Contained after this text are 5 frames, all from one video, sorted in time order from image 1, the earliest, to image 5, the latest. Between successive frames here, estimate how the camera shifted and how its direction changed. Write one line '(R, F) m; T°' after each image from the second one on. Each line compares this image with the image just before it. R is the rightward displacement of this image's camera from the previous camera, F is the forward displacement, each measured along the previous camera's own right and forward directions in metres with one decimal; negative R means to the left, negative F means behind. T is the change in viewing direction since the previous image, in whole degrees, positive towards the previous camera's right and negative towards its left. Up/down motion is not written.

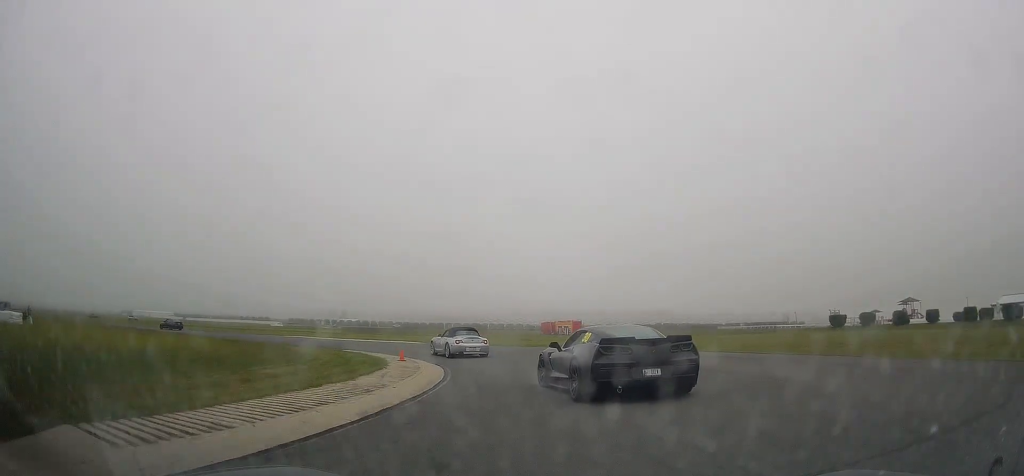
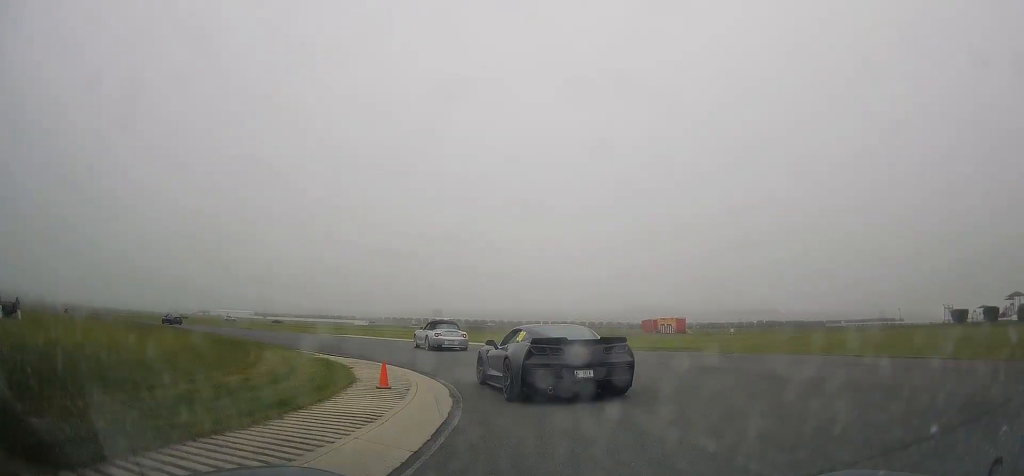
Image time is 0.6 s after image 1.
(-1.4, +10.6) m; -12°
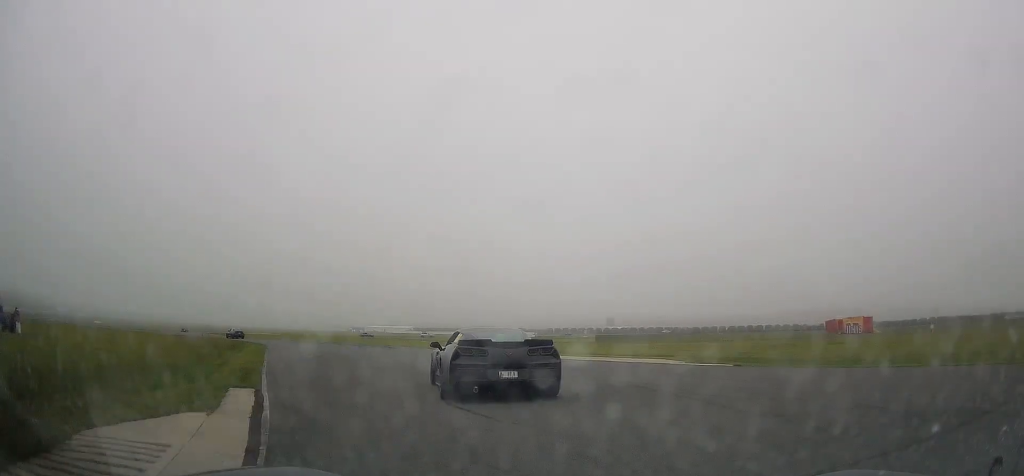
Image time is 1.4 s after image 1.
(-1.7, +13.6) m; -15°
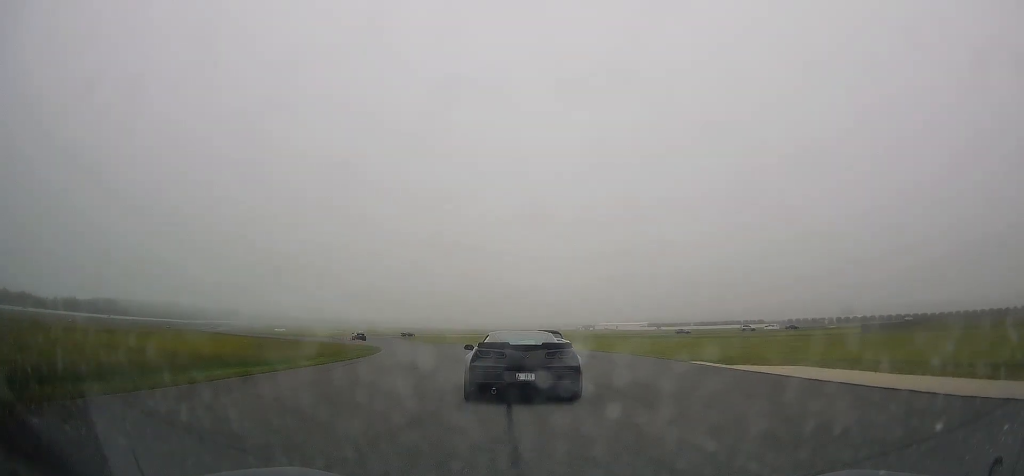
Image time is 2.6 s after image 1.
(-4.7, +22.5) m; -20°
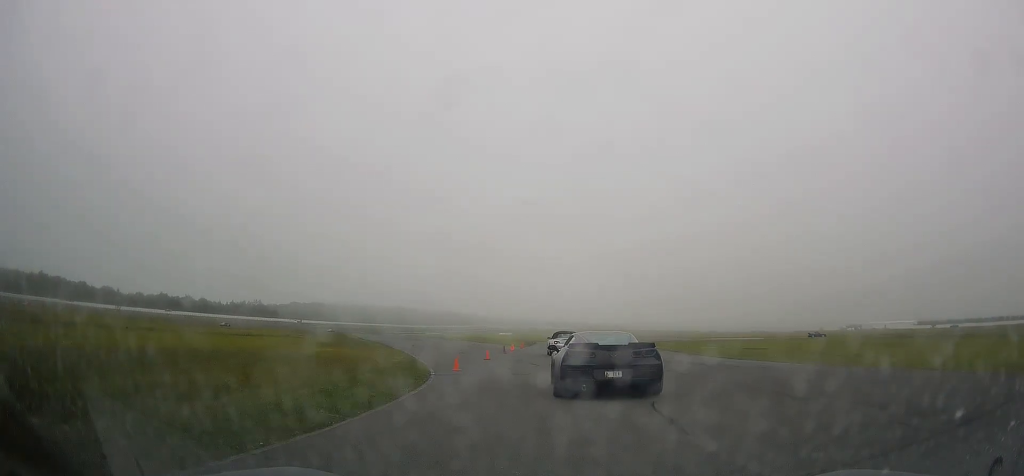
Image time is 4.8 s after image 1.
(-10.7, +44.5) m; -22°
